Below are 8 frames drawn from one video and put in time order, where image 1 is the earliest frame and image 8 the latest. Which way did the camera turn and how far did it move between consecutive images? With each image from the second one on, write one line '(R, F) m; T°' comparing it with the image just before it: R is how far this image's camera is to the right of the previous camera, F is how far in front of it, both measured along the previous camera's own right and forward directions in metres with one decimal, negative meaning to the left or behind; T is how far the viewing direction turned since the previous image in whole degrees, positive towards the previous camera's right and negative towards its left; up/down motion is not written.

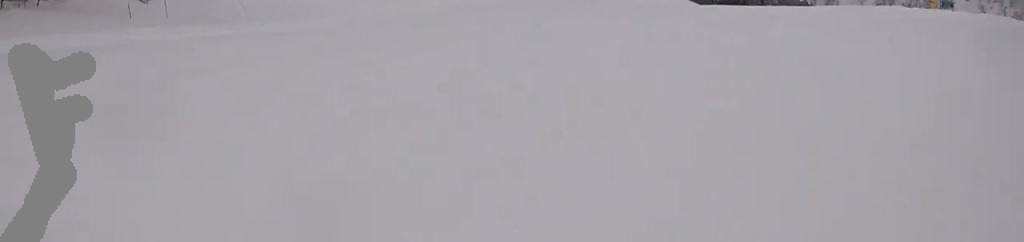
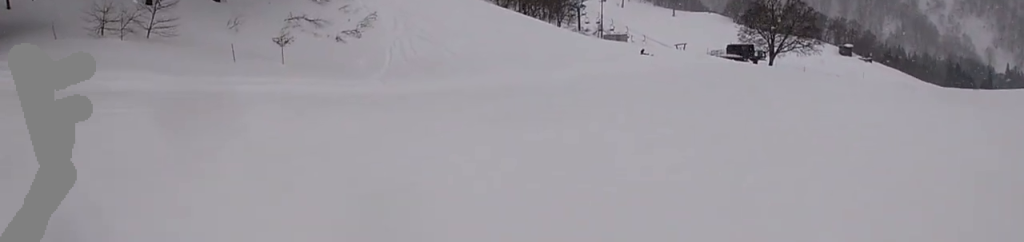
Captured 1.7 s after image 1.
(-1.5, +7.6) m; -8°
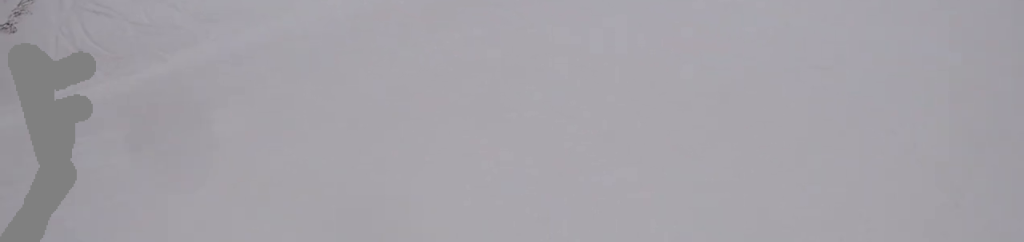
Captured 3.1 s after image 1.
(+1.9, +5.2) m; +42°
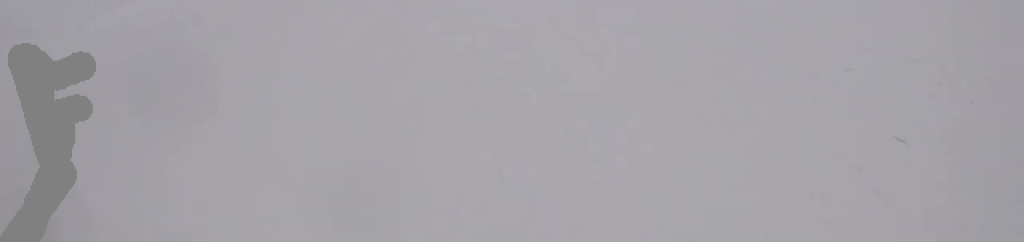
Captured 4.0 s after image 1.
(+0.8, +3.5) m; +14°
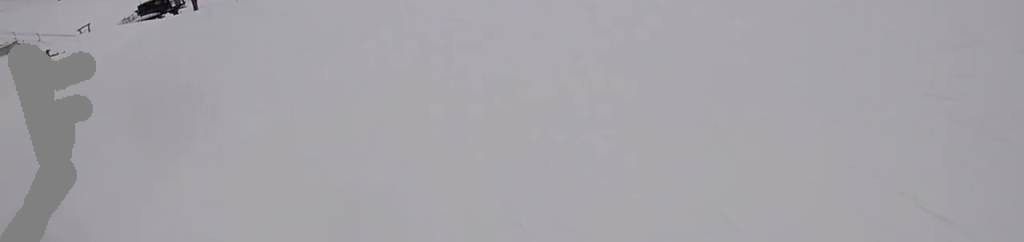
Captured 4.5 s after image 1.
(+0.1, +2.1) m; +2°
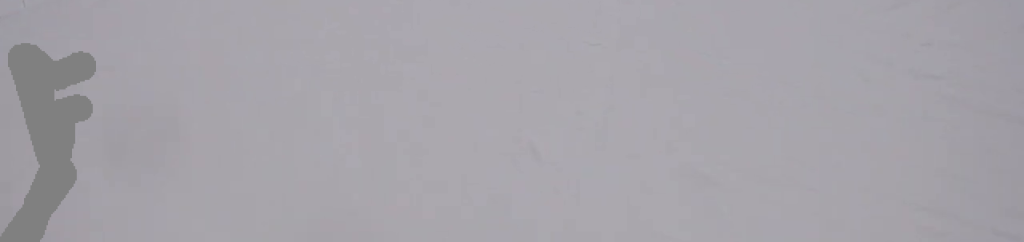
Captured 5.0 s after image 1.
(0.0, +1.8) m; +1°
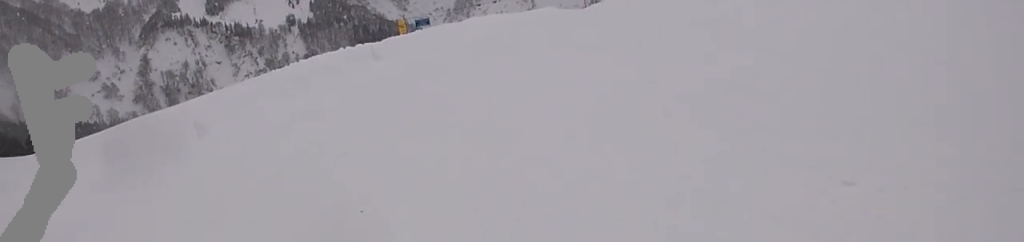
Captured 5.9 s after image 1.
(+0.1, +3.9) m; +8°
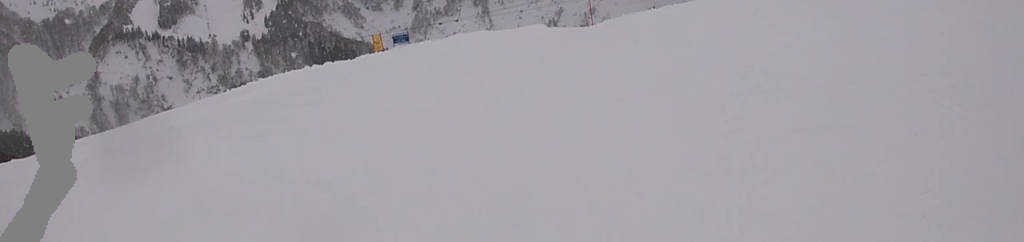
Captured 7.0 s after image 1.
(+0.7, +4.5) m; +1°
